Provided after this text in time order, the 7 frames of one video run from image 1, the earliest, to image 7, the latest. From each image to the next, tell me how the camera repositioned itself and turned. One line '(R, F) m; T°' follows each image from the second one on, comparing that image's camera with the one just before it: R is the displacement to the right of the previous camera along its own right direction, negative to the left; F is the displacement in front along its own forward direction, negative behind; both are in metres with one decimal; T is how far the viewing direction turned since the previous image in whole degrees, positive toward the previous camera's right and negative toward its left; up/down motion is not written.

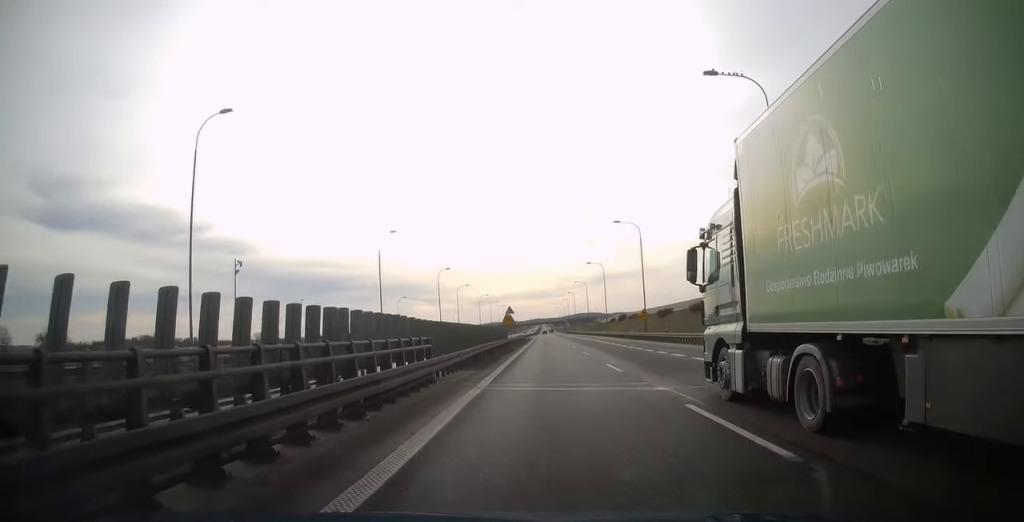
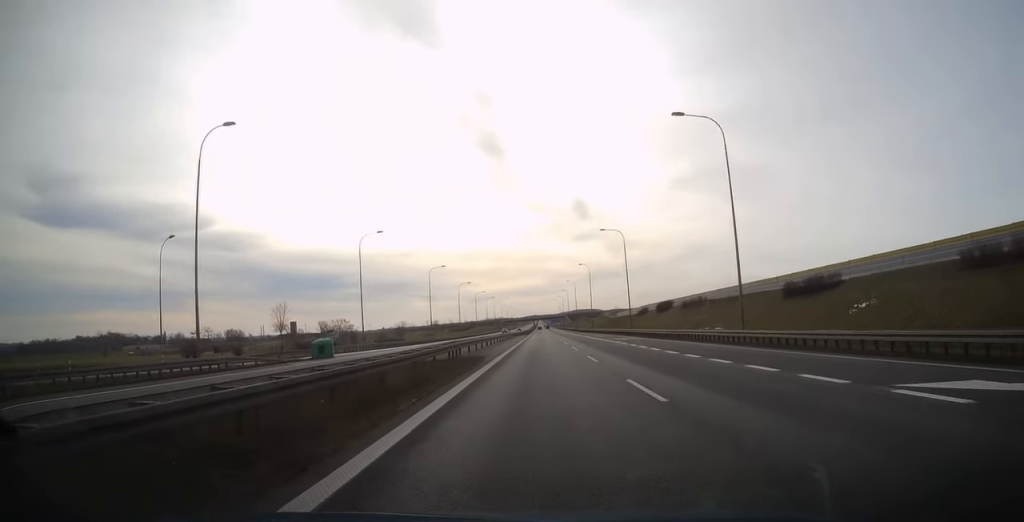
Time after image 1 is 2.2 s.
(+0.4, +82.1) m; 0°
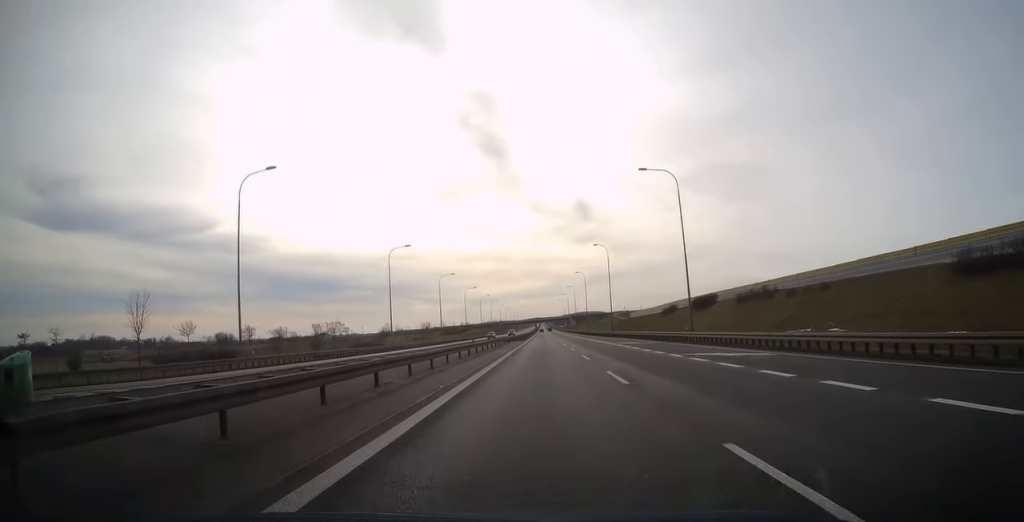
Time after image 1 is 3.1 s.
(-0.1, +32.7) m; 0°
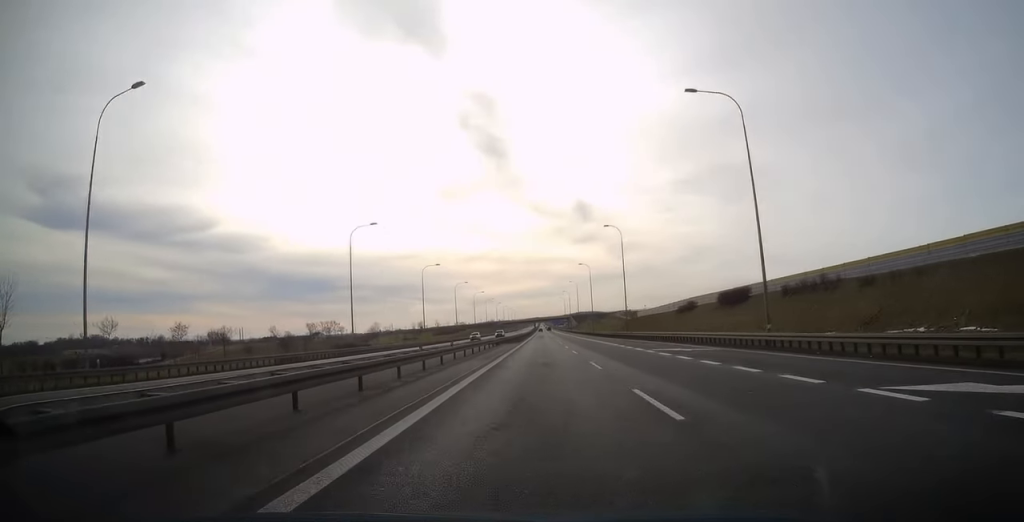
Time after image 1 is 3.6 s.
(0.0, +17.5) m; 0°
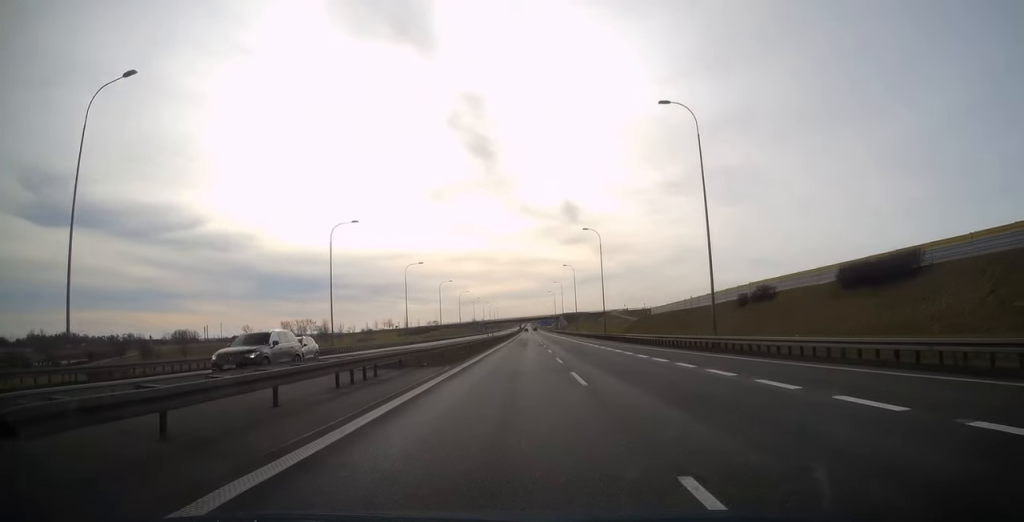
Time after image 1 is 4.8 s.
(+0.2, +43.2) m; +1°
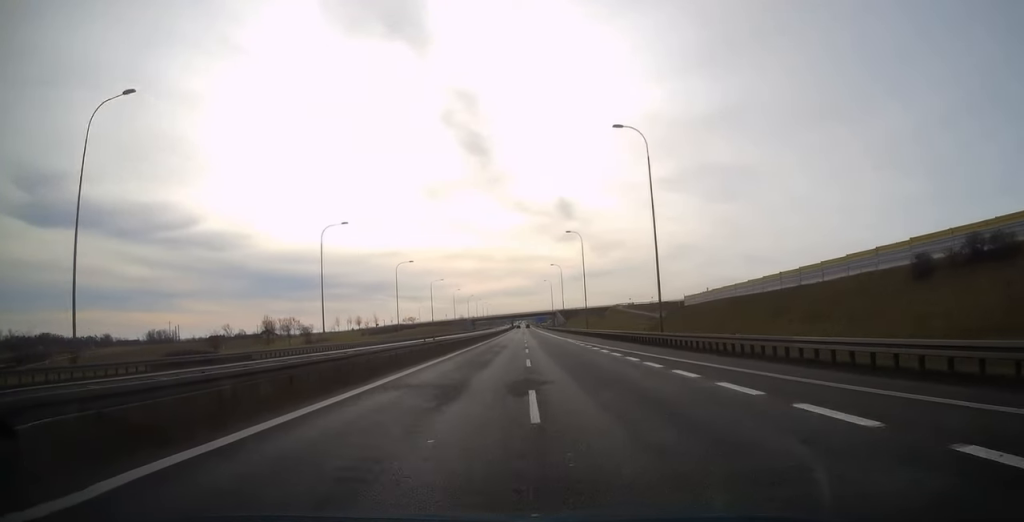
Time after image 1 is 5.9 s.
(+0.2, +39.7) m; +1°
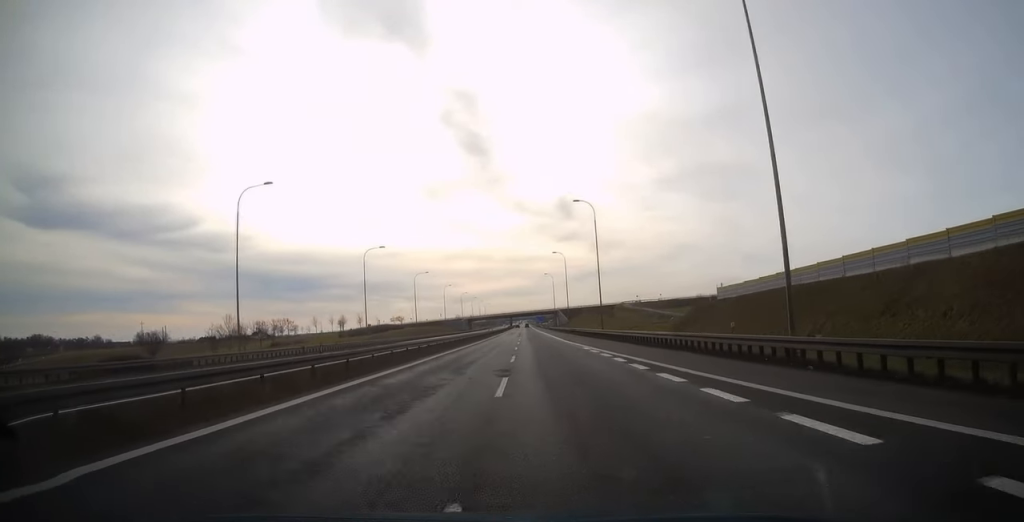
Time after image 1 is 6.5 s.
(0.0, +20.7) m; 0°
